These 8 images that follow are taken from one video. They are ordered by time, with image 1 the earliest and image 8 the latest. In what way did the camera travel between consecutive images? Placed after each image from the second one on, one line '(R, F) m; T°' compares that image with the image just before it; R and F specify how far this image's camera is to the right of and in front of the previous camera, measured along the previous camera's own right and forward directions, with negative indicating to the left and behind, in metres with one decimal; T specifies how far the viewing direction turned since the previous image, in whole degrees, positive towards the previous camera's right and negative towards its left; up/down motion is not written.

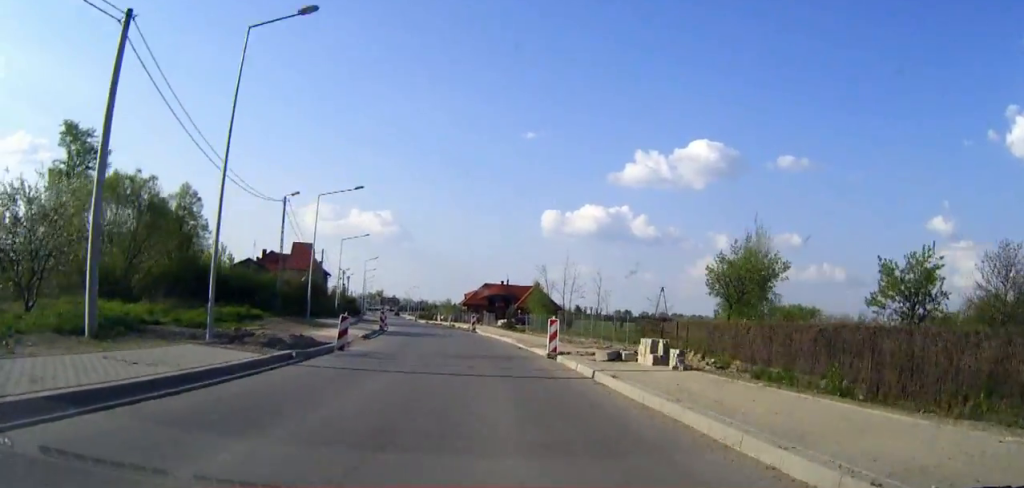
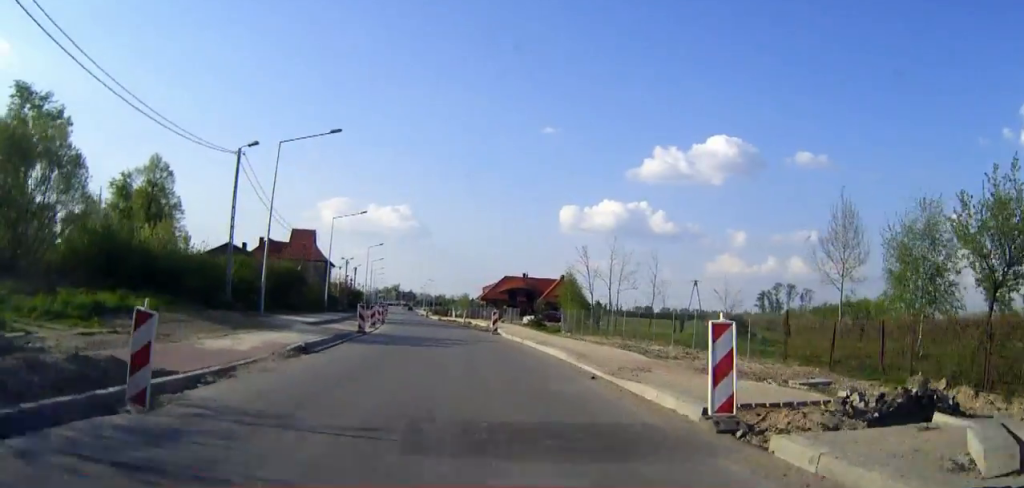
(-0.1, +14.1) m; -1°
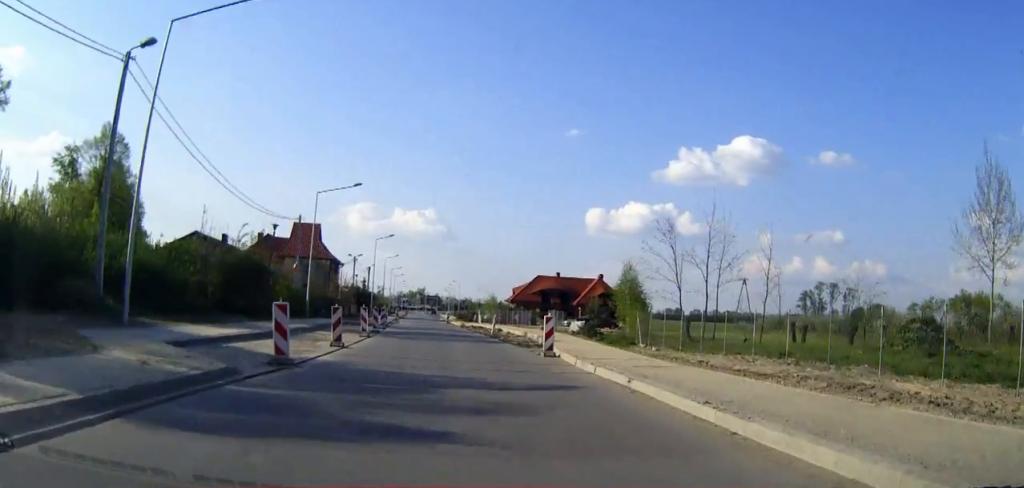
(-0.2, +16.5) m; -2°
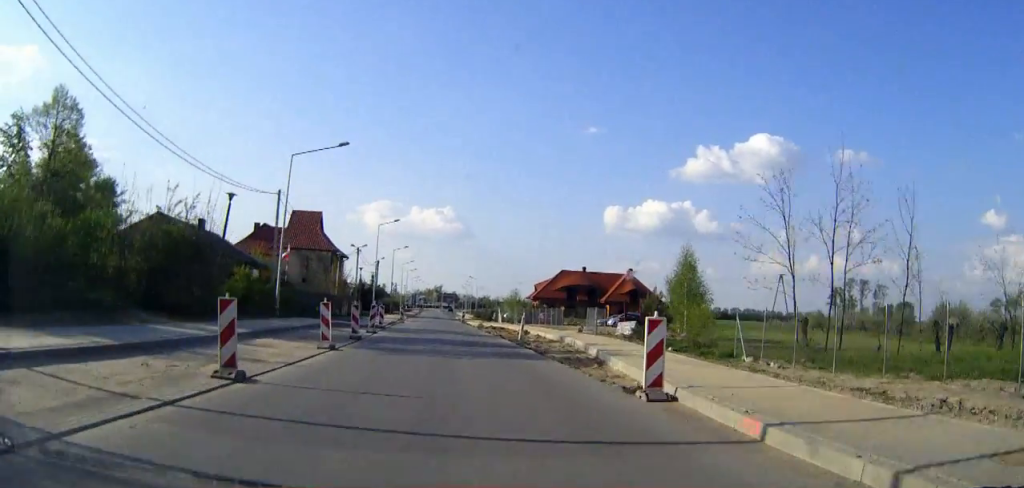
(-0.1, +11.4) m; -1°
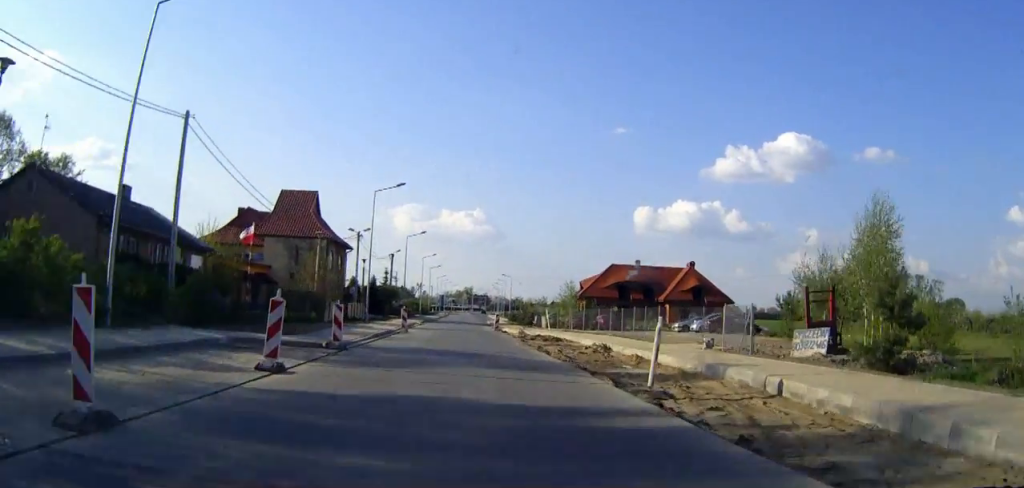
(-0.5, +20.6) m; -2°
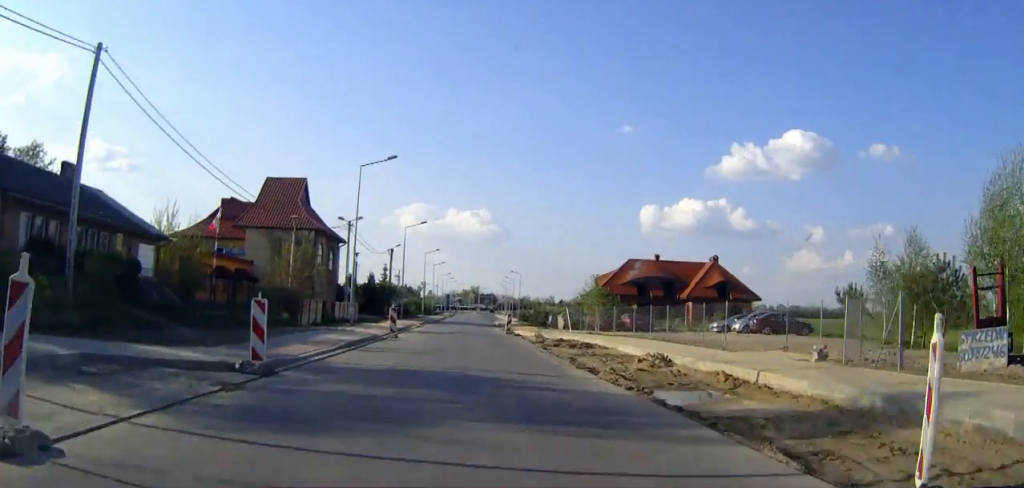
(-0.1, +8.3) m; -1°
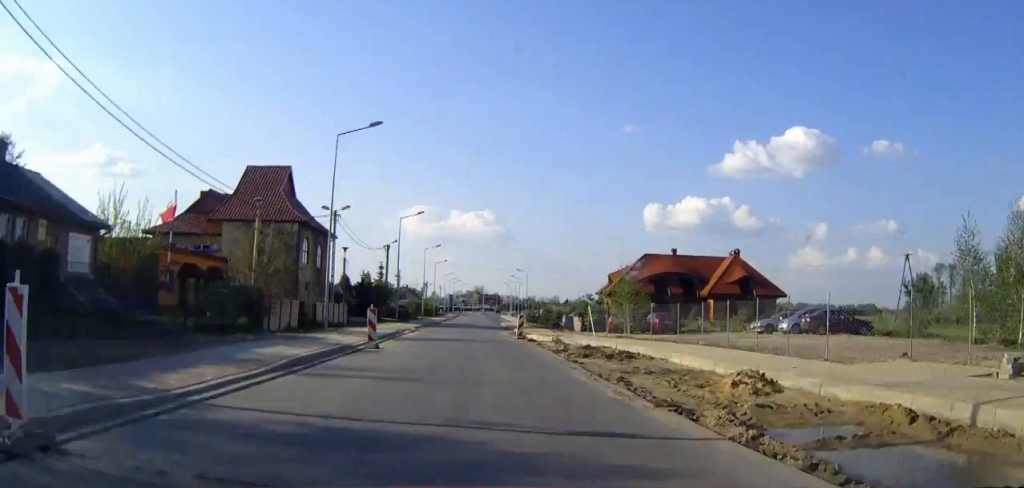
(0.0, +7.4) m; 0°
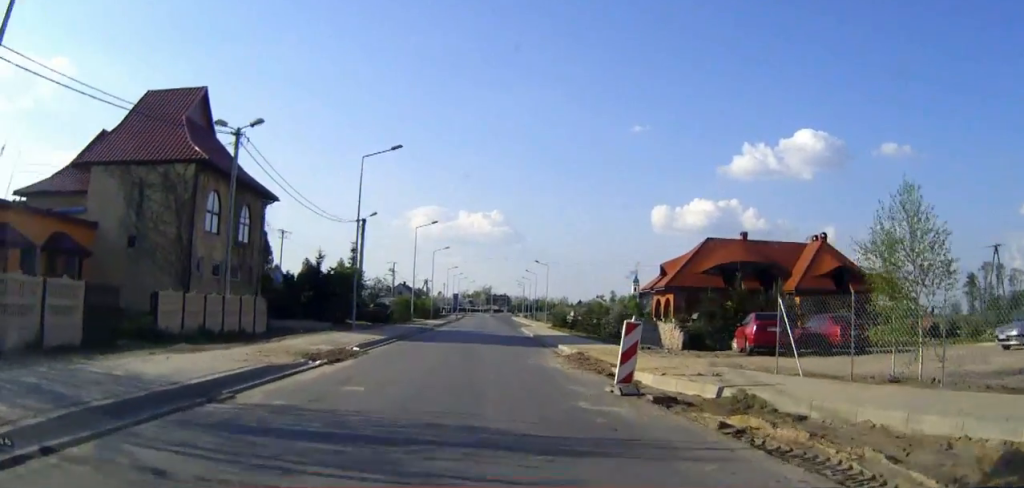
(-0.2, +23.9) m; -1°
